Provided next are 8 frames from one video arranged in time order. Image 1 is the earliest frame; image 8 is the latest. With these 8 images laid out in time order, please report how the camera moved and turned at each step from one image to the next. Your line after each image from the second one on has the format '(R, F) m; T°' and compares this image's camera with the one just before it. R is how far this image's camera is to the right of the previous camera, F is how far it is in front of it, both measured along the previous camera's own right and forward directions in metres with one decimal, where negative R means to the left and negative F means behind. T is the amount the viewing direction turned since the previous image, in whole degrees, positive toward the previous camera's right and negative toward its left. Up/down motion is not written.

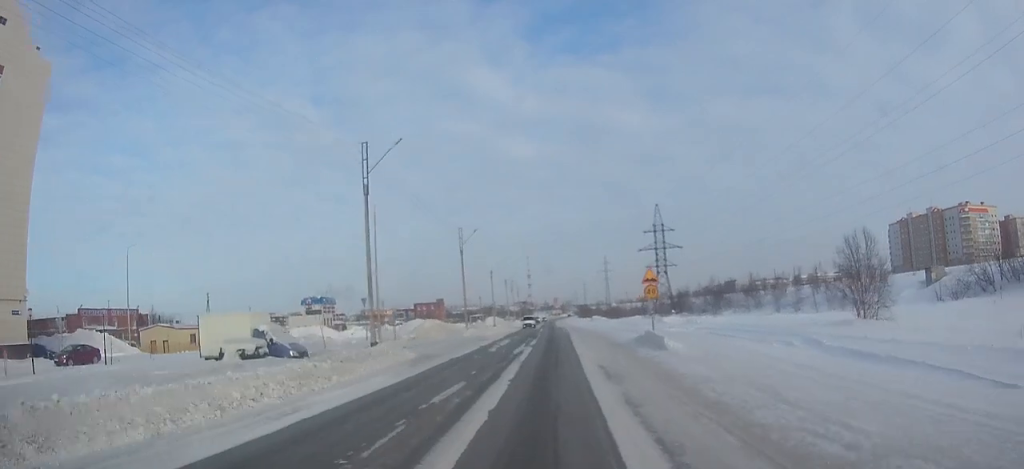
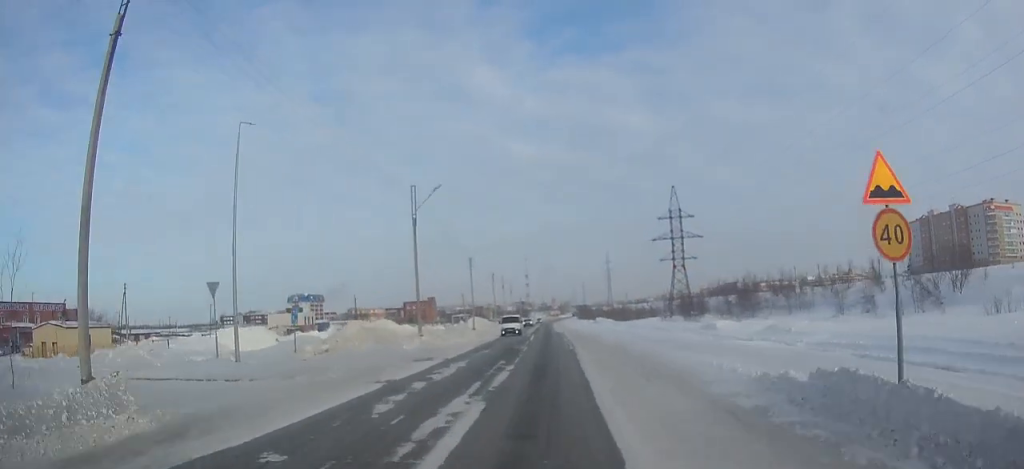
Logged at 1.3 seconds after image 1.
(+0.1, +21.7) m; 0°
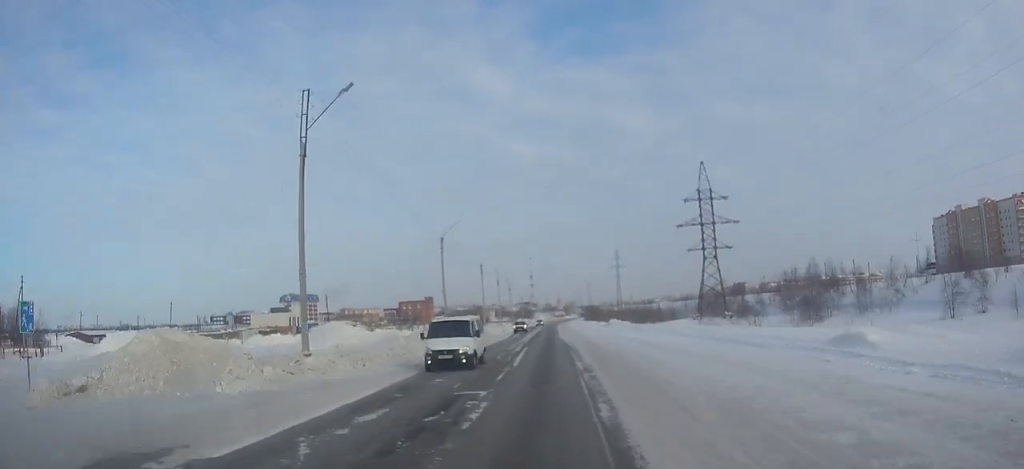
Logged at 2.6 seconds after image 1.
(-0.1, +21.2) m; 0°
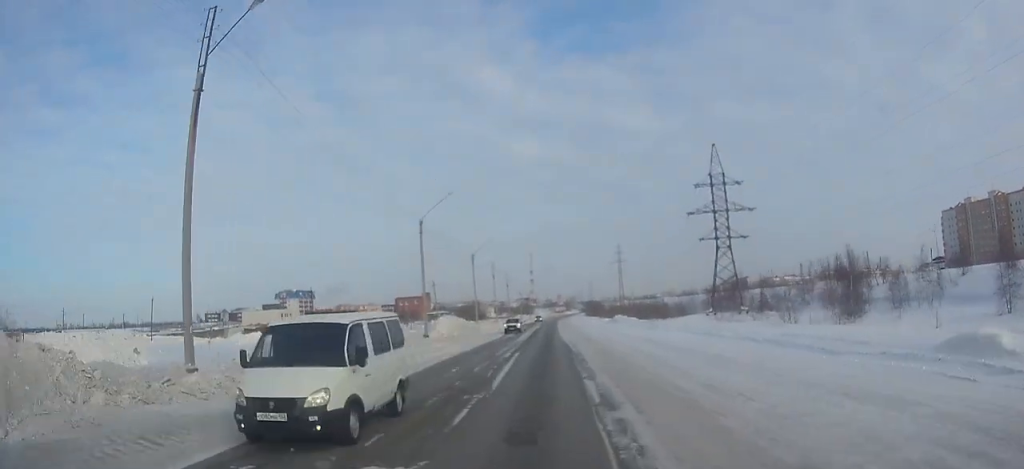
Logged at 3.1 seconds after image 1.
(+0.1, +8.2) m; 0°
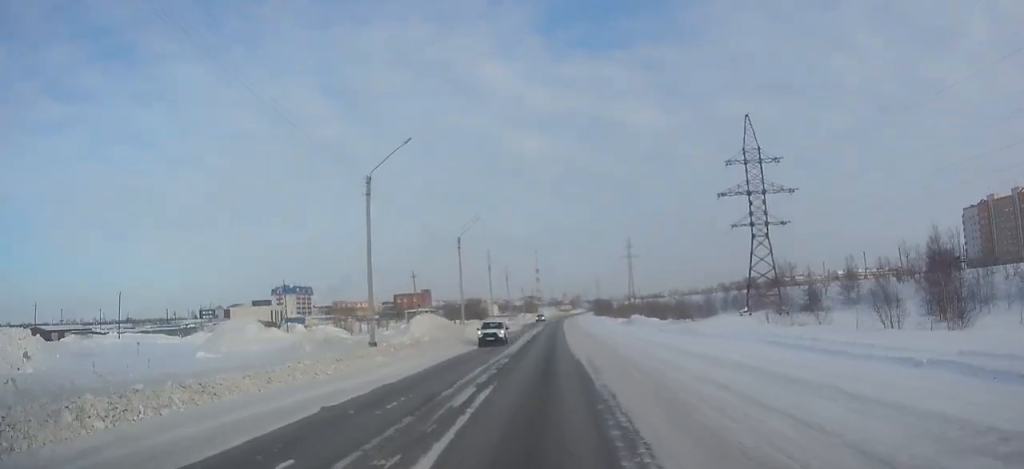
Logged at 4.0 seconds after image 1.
(0.0, +14.3) m; 0°
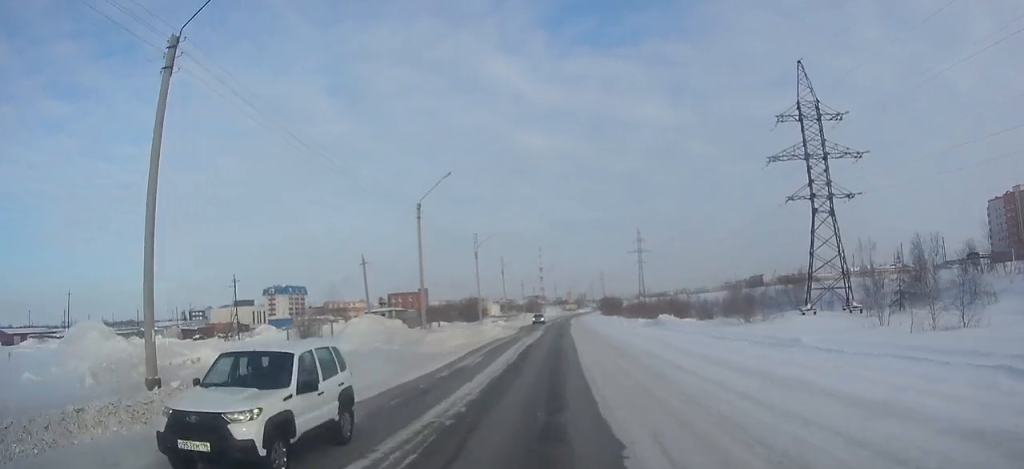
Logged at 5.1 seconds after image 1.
(-0.1, +18.4) m; 0°
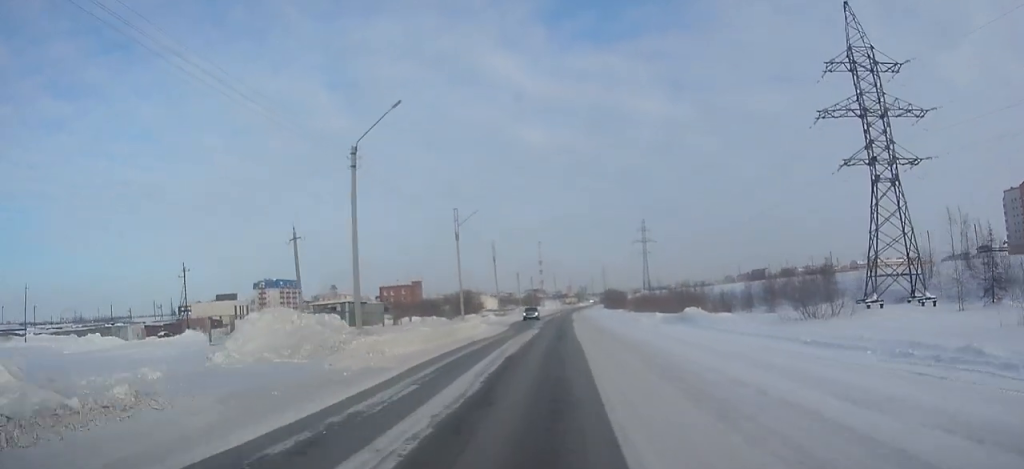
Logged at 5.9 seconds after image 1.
(0.0, +13.0) m; 0°
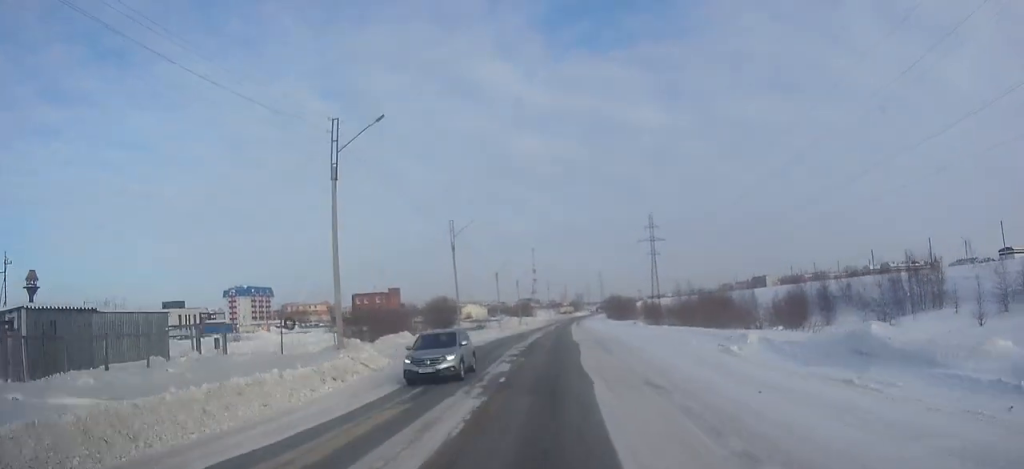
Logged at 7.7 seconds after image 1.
(+0.1, +30.9) m; +1°
